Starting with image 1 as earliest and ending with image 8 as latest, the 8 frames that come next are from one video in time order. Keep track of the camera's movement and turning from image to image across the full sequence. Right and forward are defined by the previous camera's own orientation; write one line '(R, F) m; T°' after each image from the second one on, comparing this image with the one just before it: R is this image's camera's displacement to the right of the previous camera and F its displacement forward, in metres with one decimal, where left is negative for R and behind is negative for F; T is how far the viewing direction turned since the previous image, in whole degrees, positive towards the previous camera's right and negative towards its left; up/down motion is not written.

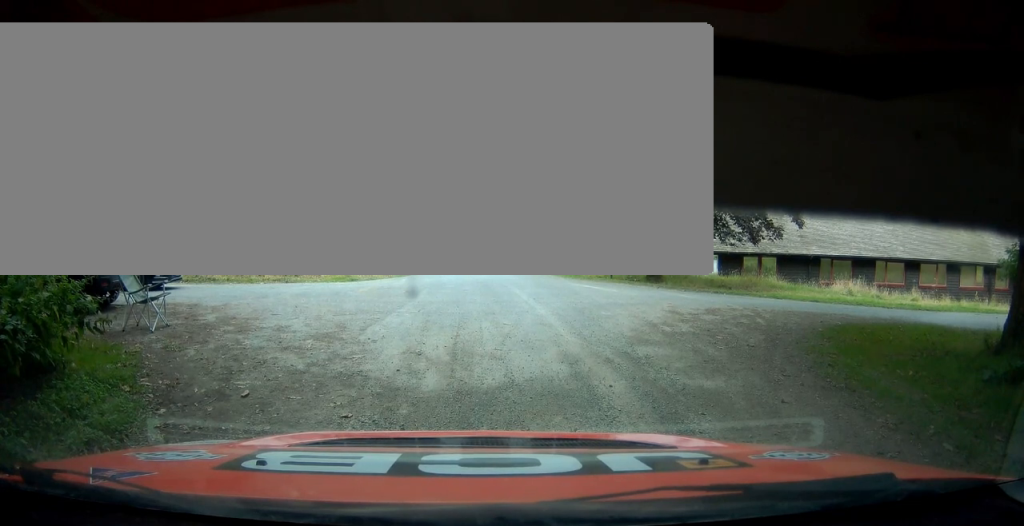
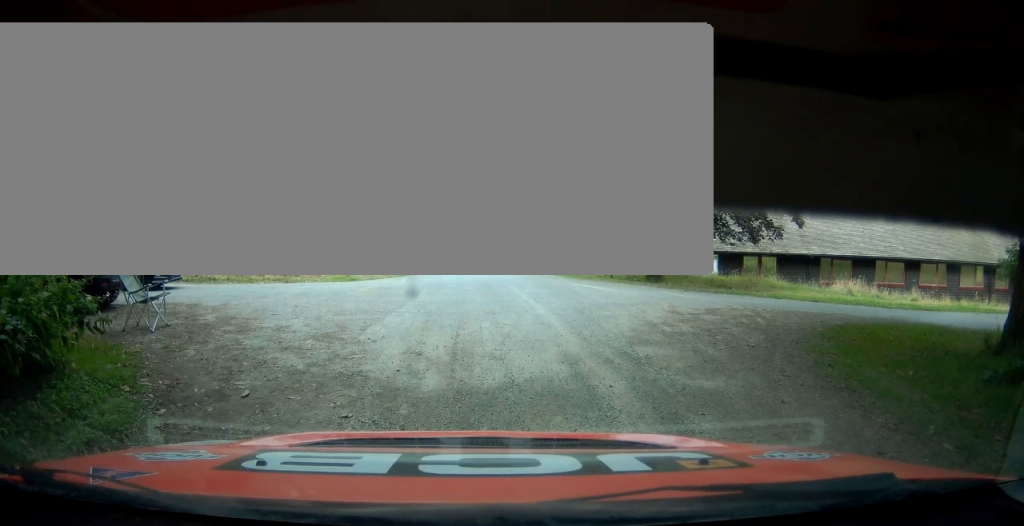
(0.0, 0.0) m; 0°
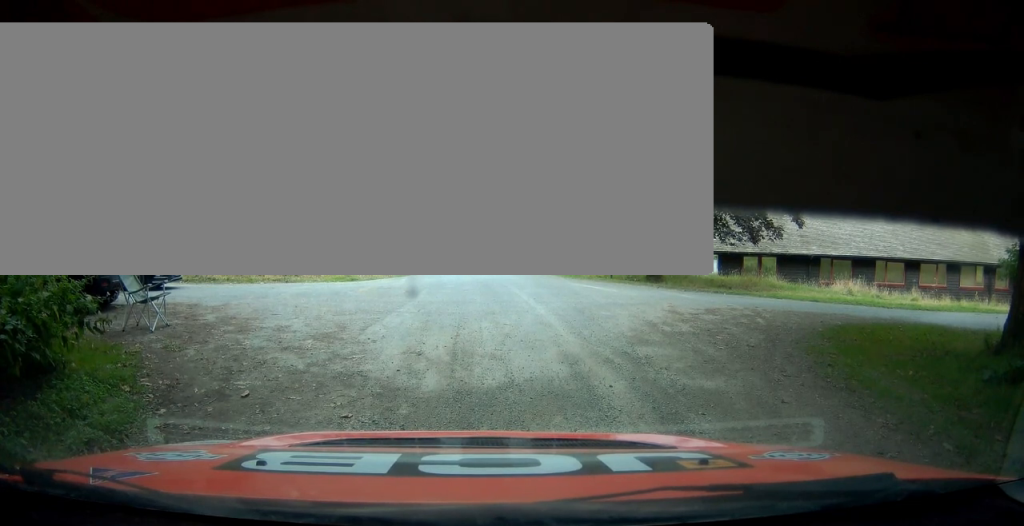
(0.0, 0.0) m; 0°
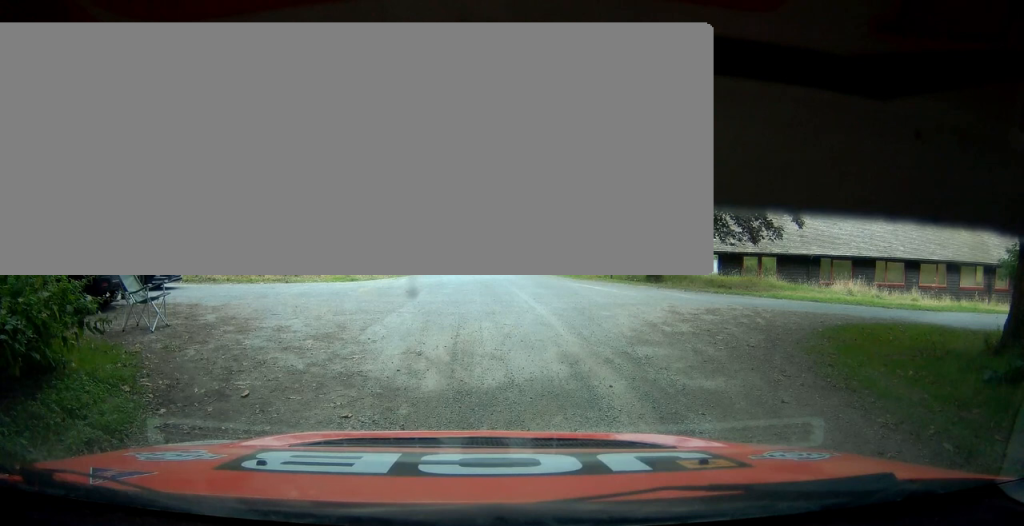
(0.0, 0.0) m; 0°
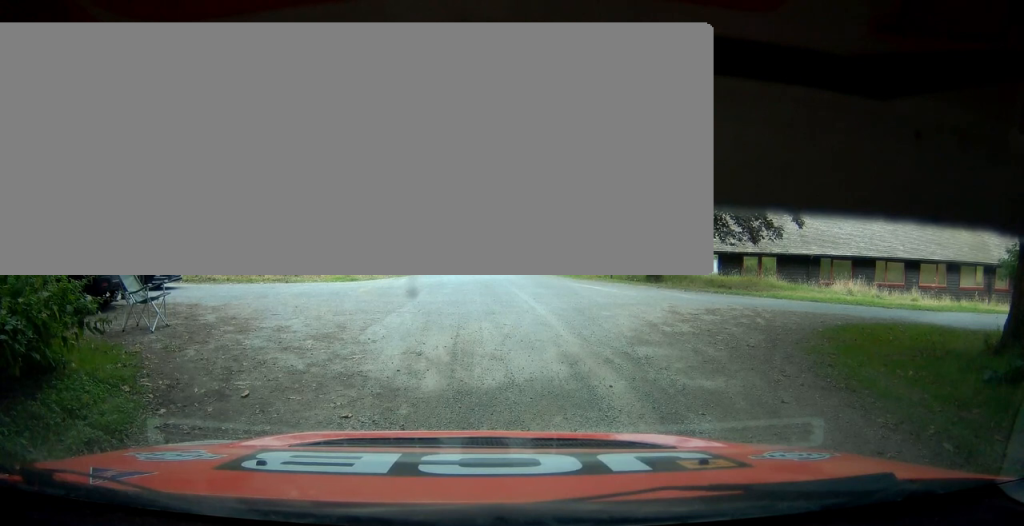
(0.0, 0.0) m; 0°
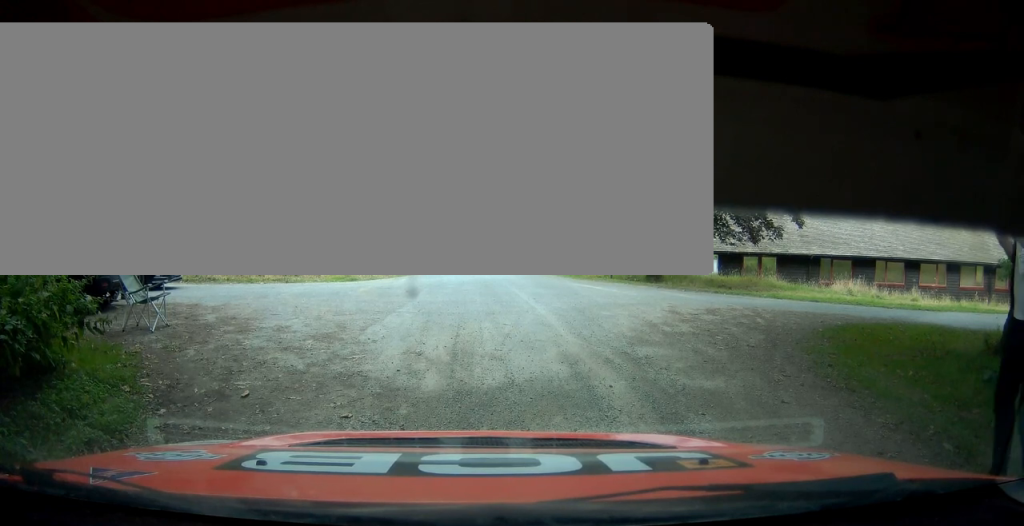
(0.0, 0.0) m; 0°
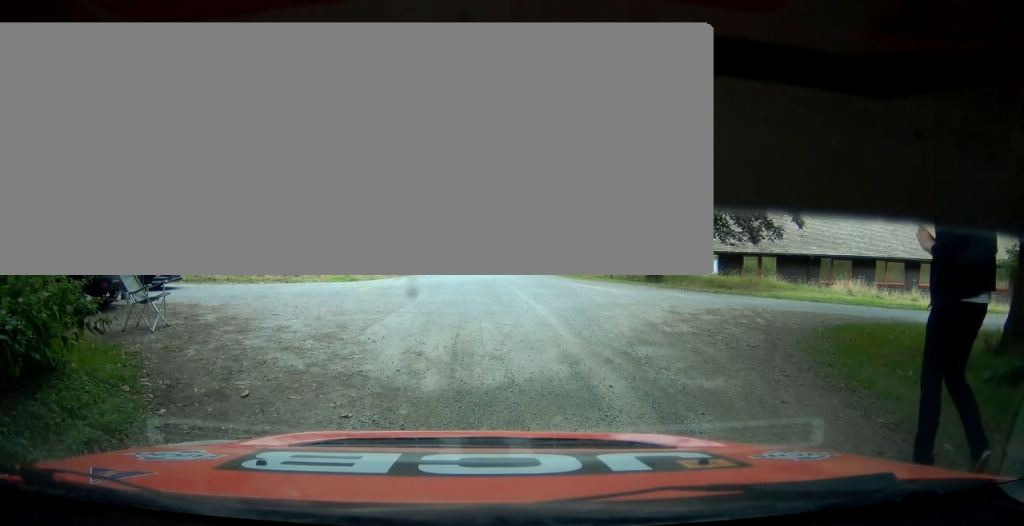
(0.0, 0.0) m; 0°
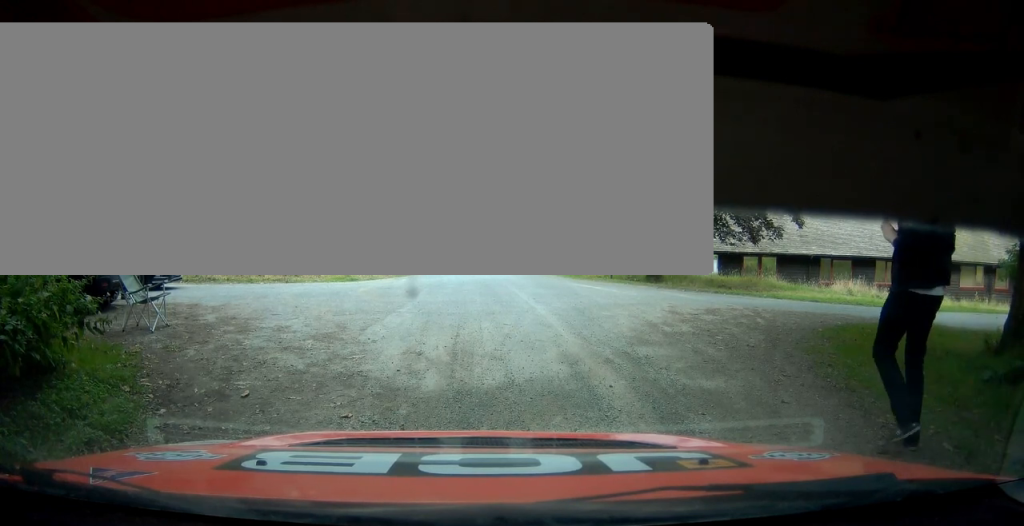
(0.0, 0.0) m; 0°
